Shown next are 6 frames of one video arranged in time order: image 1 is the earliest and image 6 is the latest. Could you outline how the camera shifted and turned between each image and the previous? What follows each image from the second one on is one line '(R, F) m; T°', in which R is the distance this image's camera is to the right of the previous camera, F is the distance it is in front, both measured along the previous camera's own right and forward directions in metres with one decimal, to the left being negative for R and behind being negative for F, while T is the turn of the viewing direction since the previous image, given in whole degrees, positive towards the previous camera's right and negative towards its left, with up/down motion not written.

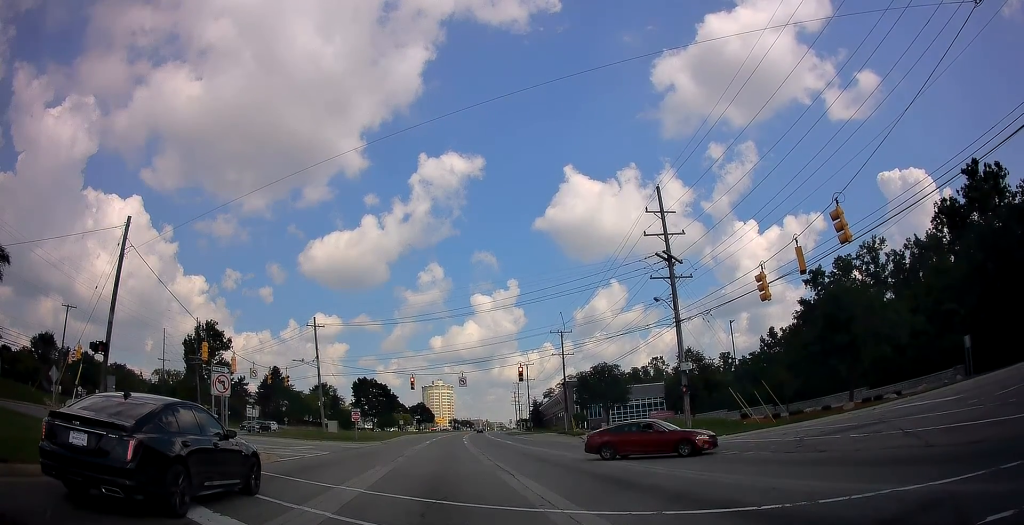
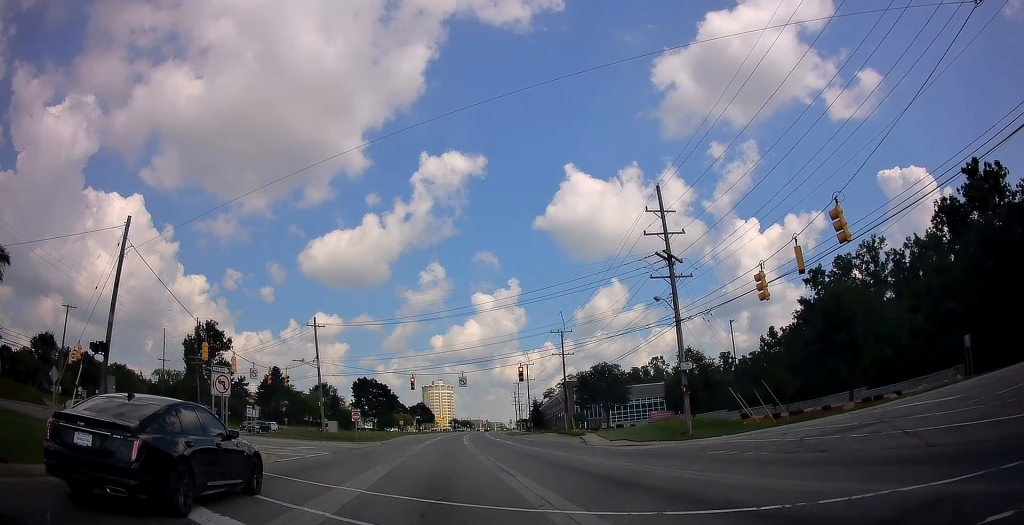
(0.0, 0.0) m; 0°
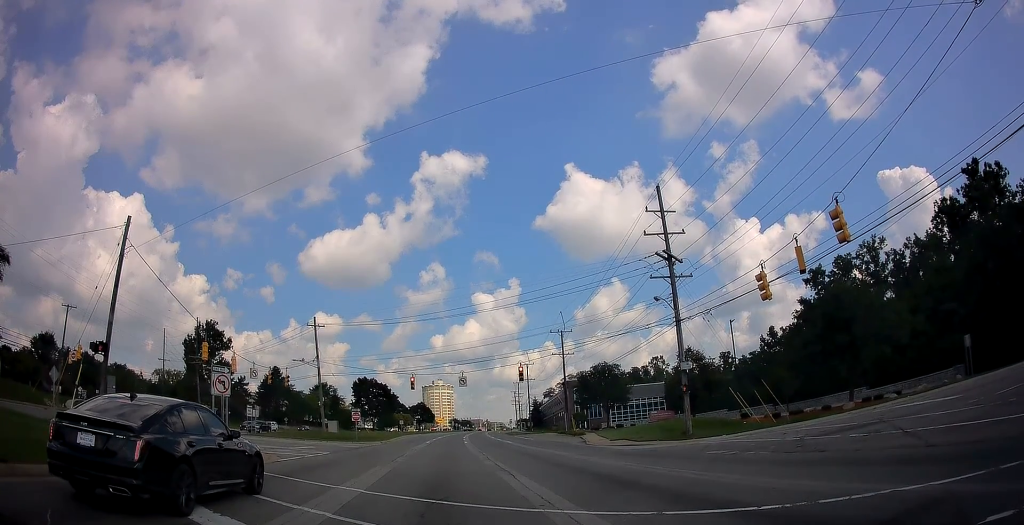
(0.0, 0.0) m; 0°
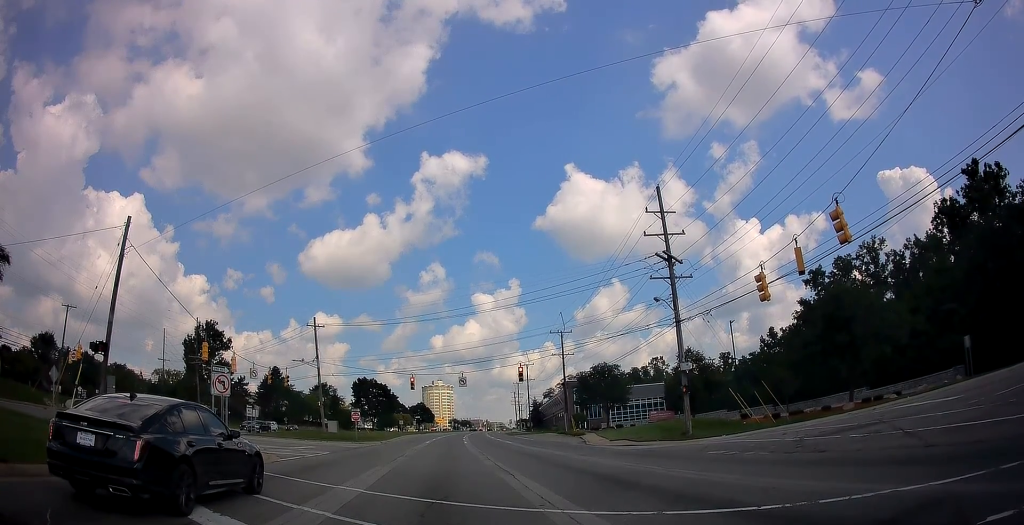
(0.0, 0.0) m; 0°
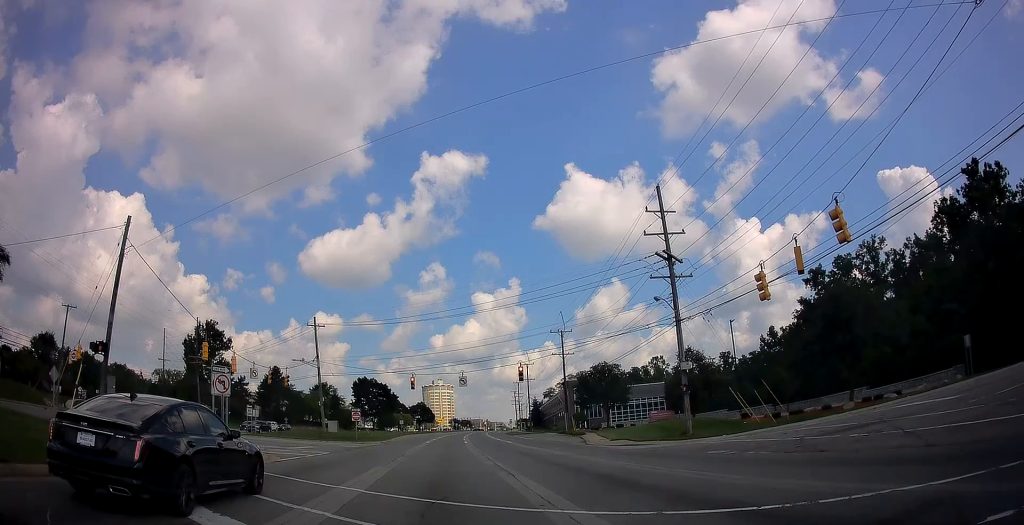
(0.0, 0.0) m; 0°
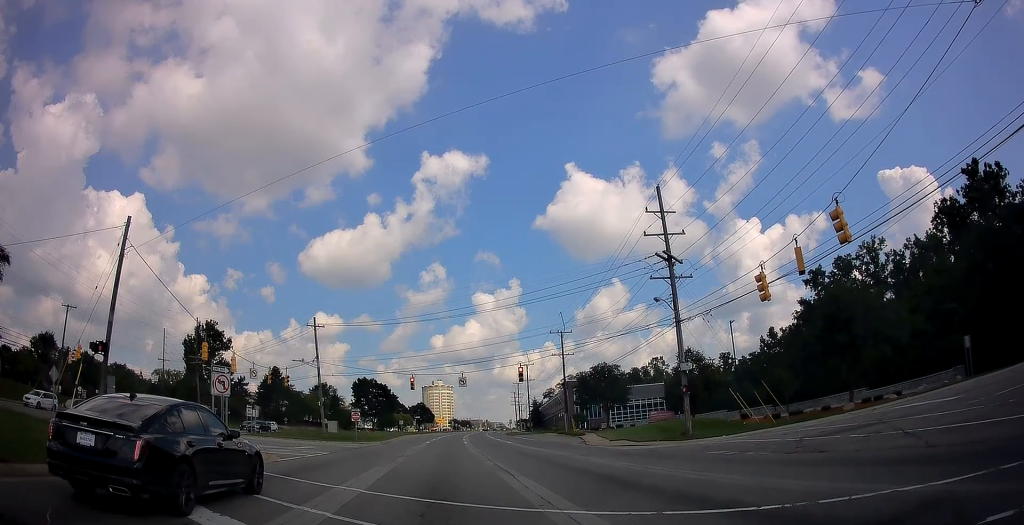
(0.0, 0.0) m; 0°
